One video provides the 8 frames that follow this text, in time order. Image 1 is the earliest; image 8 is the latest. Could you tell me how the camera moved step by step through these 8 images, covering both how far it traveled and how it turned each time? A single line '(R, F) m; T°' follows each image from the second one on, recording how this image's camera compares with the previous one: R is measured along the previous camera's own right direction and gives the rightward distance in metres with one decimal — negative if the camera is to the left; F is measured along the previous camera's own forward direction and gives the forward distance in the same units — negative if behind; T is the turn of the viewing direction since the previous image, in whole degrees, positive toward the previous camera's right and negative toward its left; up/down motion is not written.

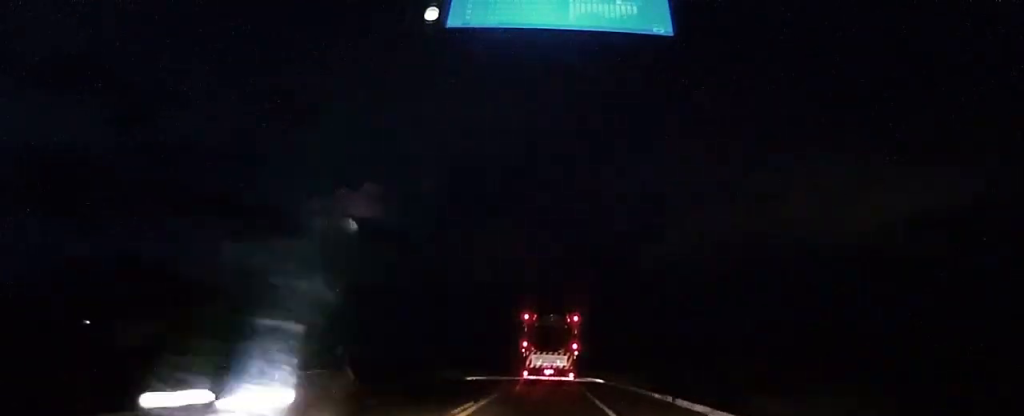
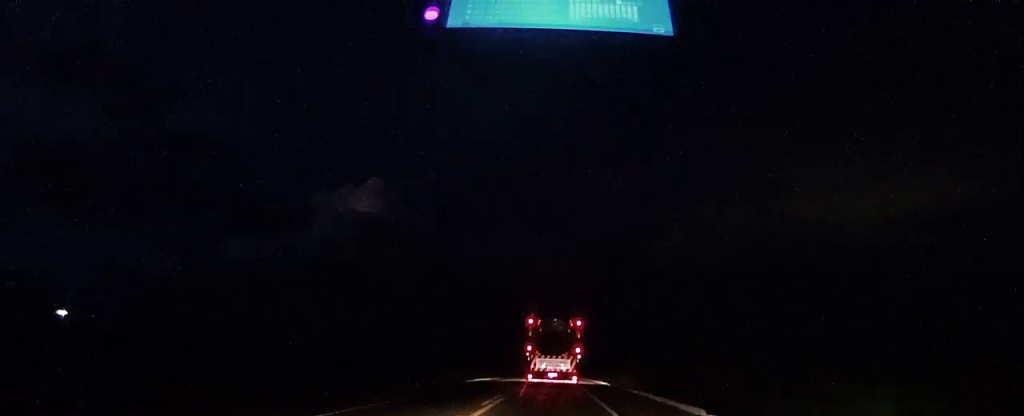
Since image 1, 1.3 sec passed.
(0.0, +28.8) m; 0°
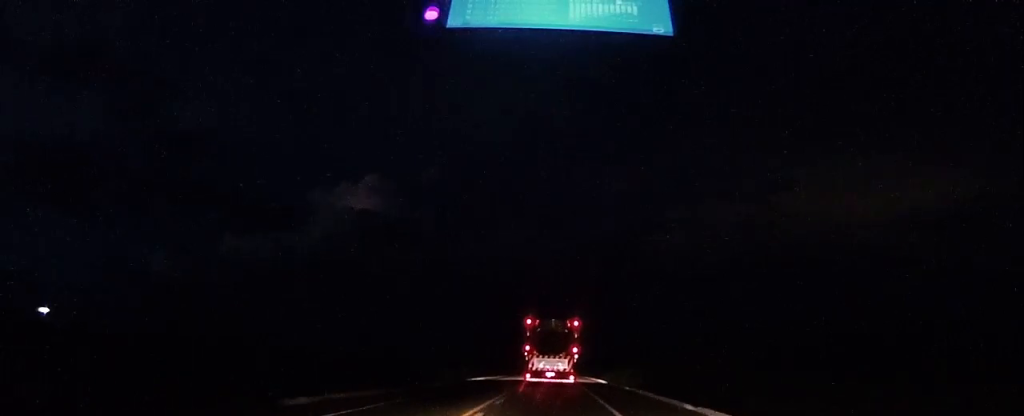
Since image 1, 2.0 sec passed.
(0.0, +16.0) m; 0°
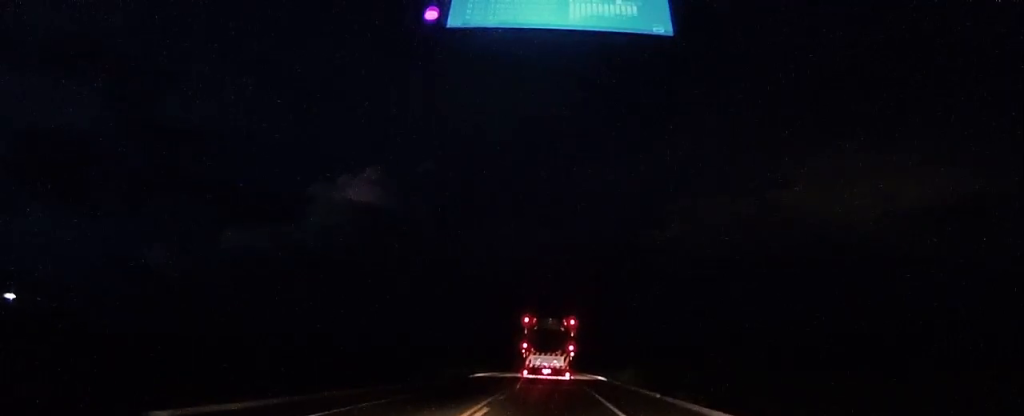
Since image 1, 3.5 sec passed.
(+0.2, +31.3) m; +1°
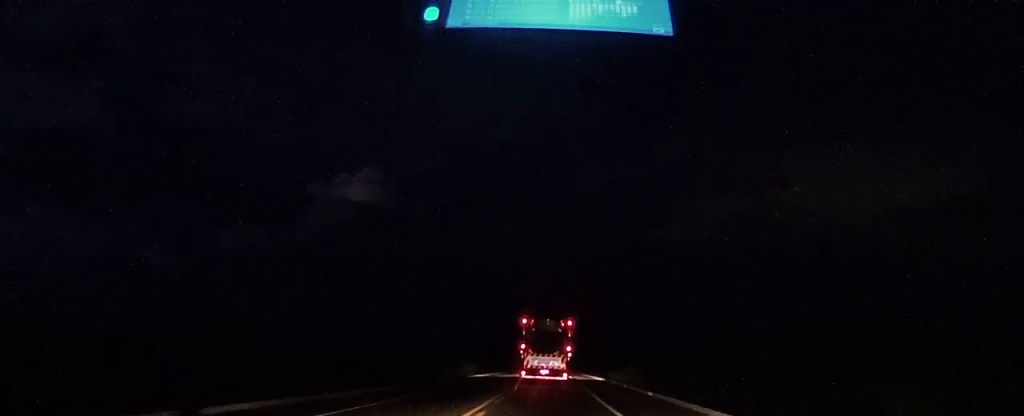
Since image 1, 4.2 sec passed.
(+0.2, +16.9) m; 0°
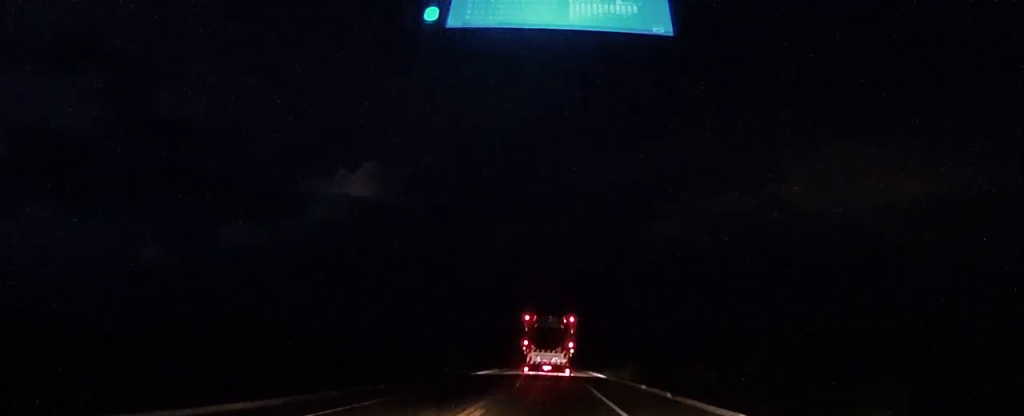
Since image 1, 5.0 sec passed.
(+0.1, +16.4) m; 0°
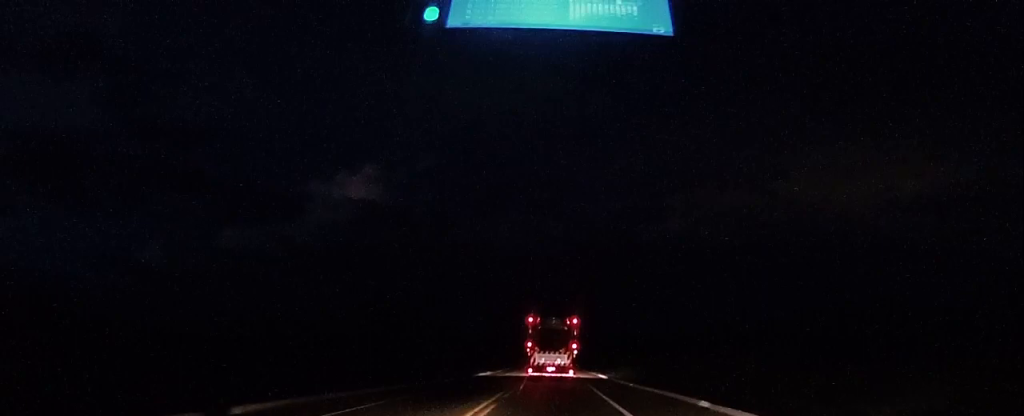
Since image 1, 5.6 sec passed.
(-0.4, +14.3) m; 0°
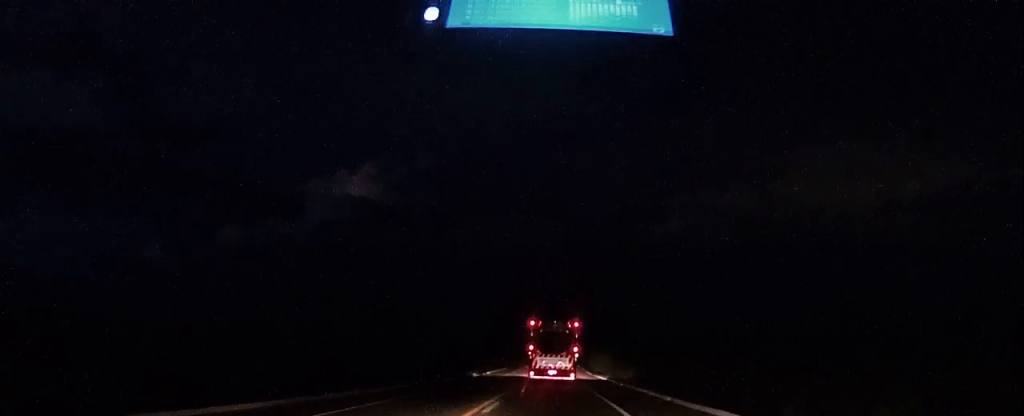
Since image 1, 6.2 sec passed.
(+0.2, +14.4) m; 0°
